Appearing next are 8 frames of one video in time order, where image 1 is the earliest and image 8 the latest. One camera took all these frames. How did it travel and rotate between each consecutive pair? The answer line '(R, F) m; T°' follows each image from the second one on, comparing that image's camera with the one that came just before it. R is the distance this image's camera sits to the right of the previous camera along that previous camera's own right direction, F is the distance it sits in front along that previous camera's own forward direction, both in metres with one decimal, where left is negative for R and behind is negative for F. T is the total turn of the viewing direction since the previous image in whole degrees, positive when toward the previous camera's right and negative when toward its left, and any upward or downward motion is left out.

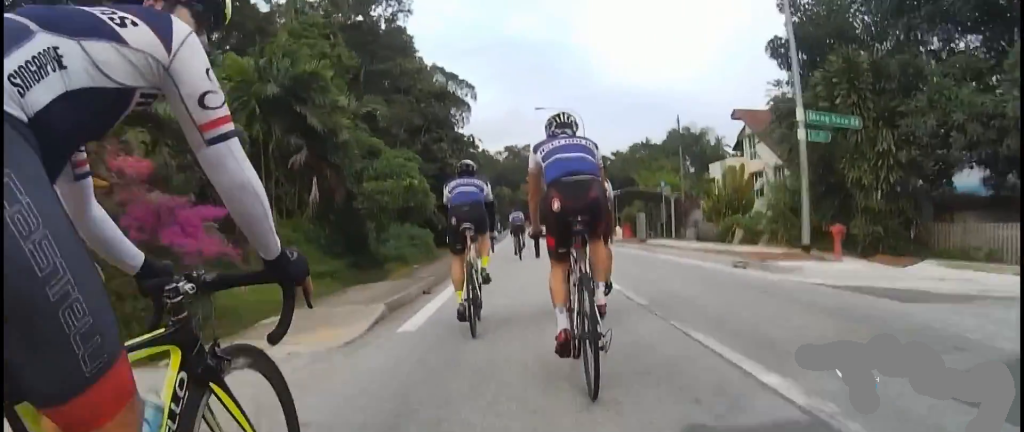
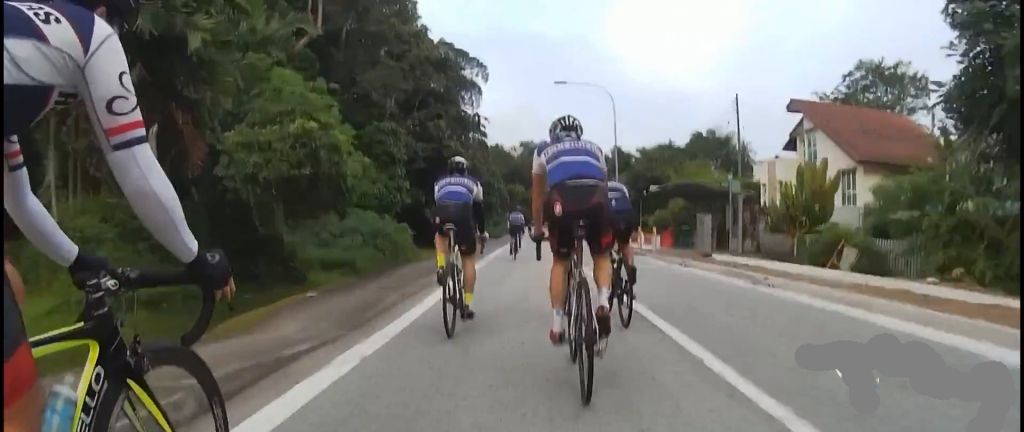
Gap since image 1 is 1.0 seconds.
(-0.5, +8.4) m; +2°
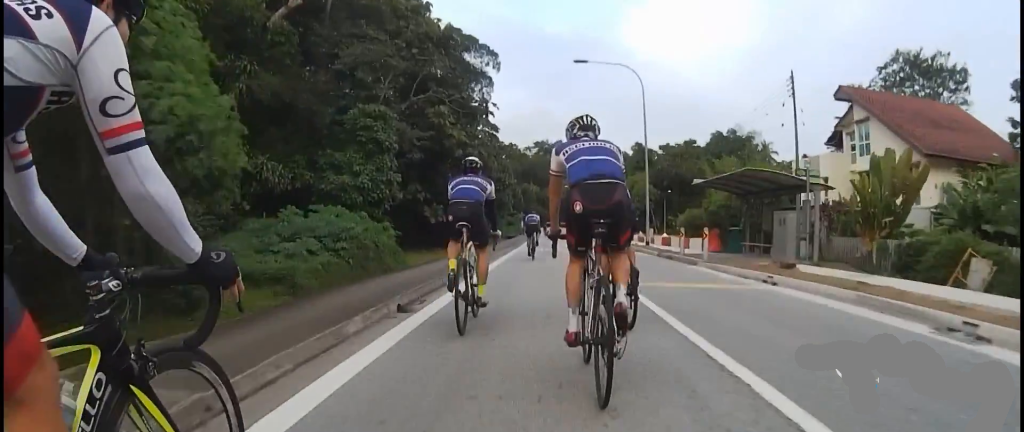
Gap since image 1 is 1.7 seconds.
(+0.2, +5.1) m; +4°
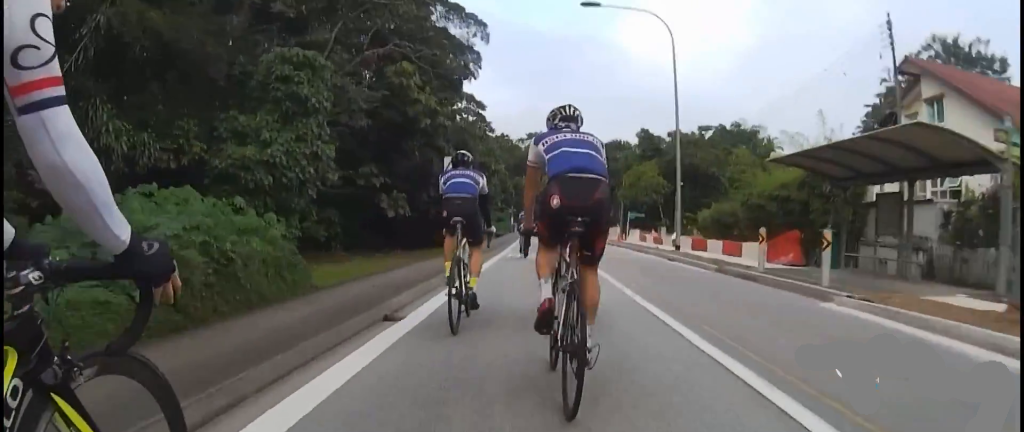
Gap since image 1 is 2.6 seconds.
(+0.5, +7.8) m; -2°
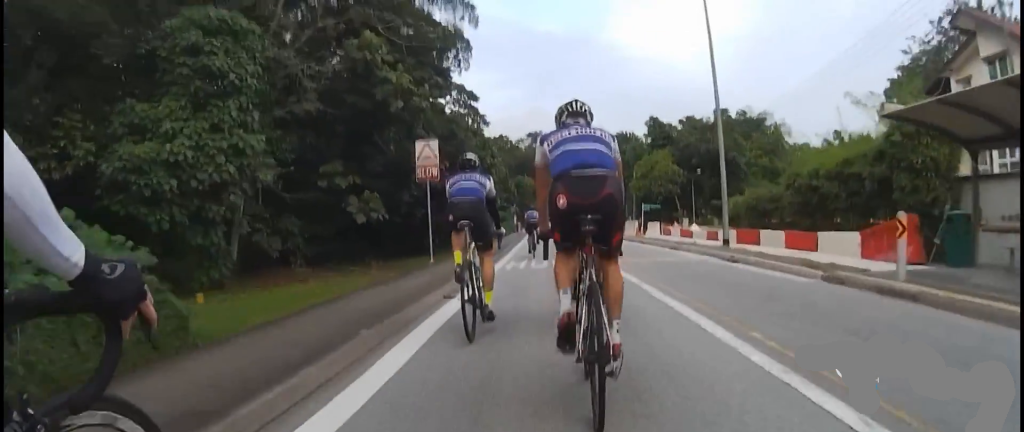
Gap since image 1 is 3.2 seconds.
(-0.4, +5.0) m; -6°
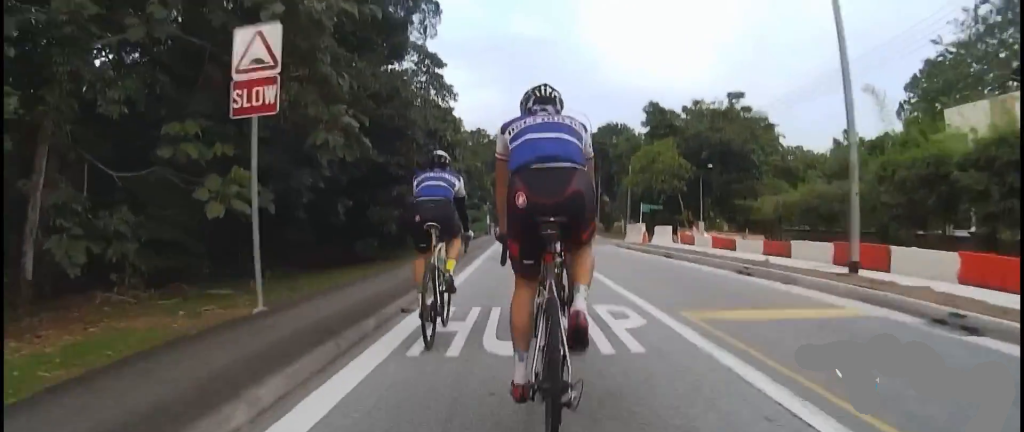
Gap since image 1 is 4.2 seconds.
(-0.6, +8.3) m; -2°
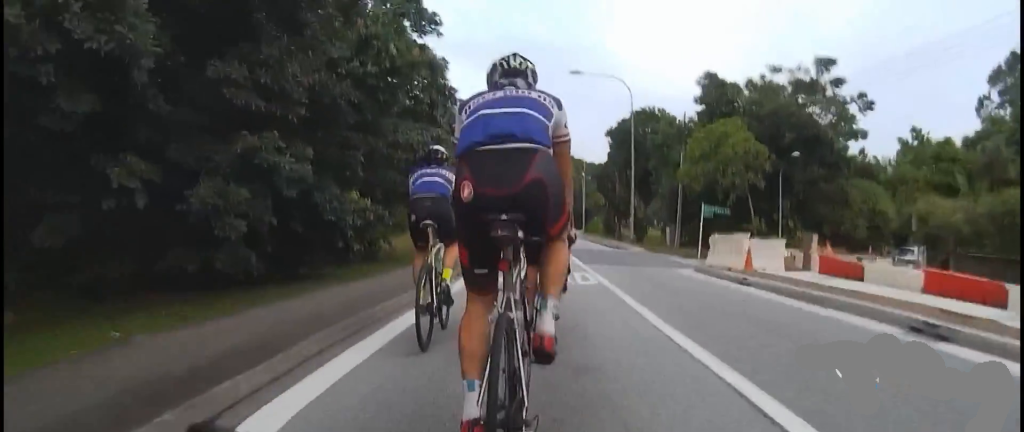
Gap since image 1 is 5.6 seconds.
(+0.9, +11.3) m; +12°
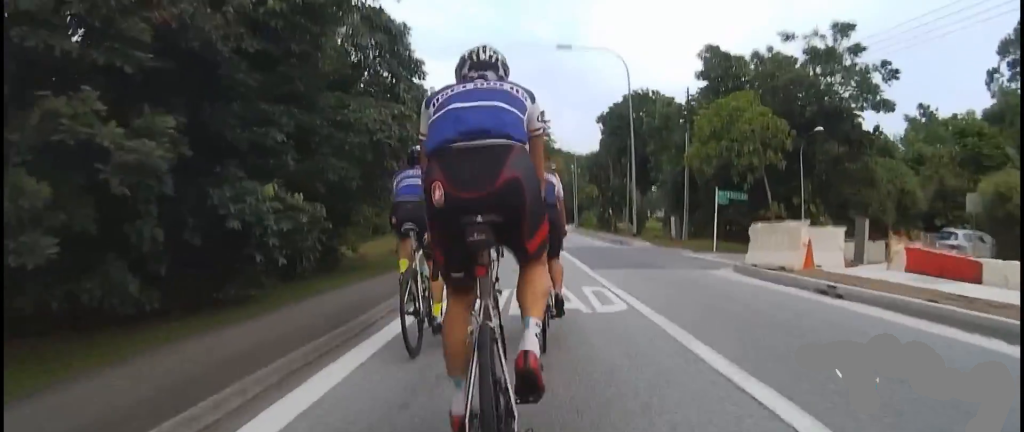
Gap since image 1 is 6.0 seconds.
(+0.7, +3.9) m; -1°
